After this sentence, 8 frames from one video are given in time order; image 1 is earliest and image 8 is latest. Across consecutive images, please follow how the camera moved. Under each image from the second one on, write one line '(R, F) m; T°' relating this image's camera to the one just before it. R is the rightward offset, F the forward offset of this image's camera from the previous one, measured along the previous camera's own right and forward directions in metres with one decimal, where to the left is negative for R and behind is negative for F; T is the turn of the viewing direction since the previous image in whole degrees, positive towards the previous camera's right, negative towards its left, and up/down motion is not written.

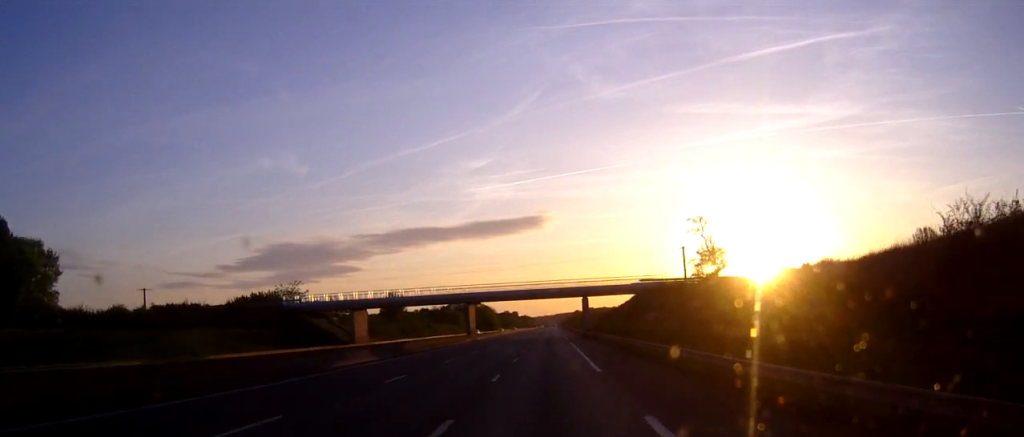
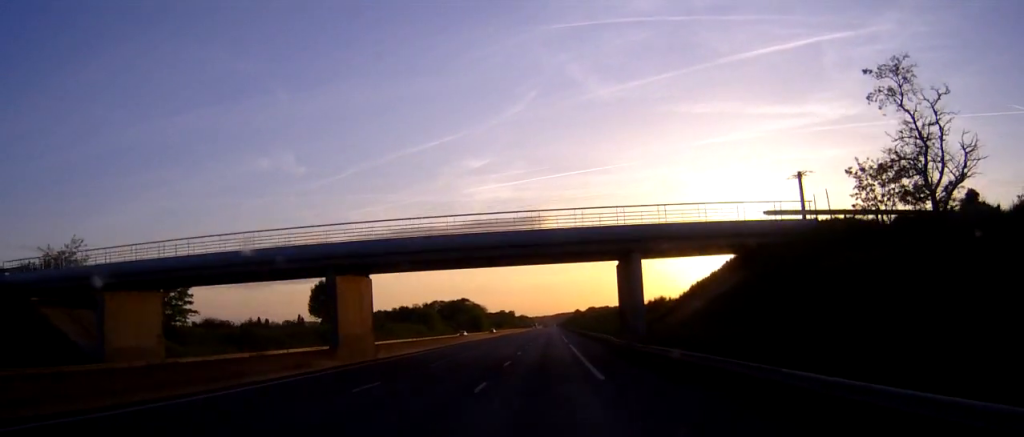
(+0.1, +55.8) m; 0°
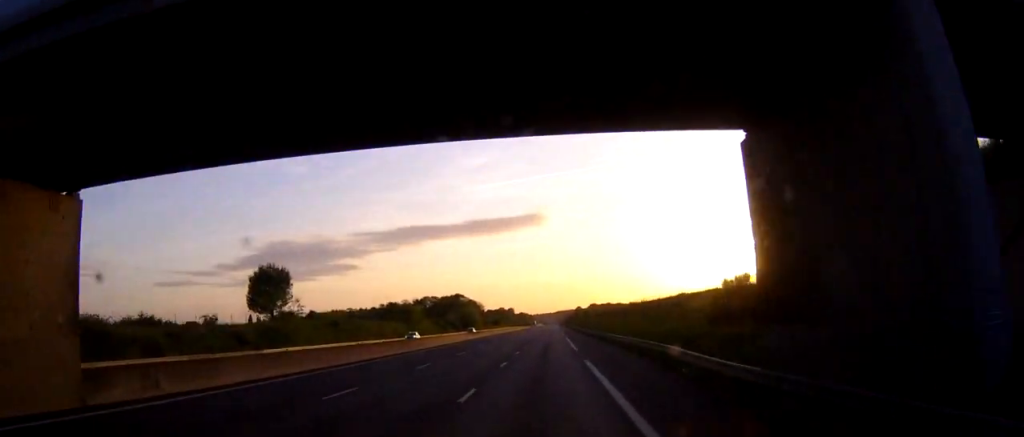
(0.0, +29.1) m; 0°
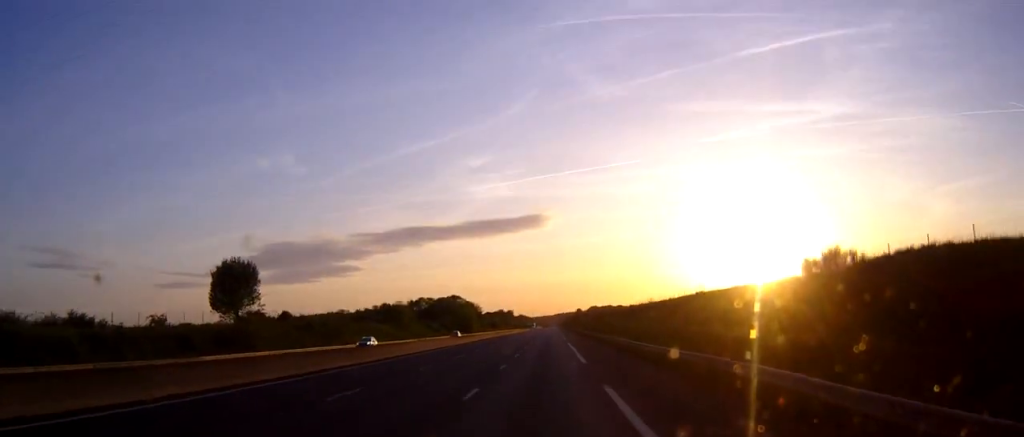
(0.0, +12.6) m; 0°
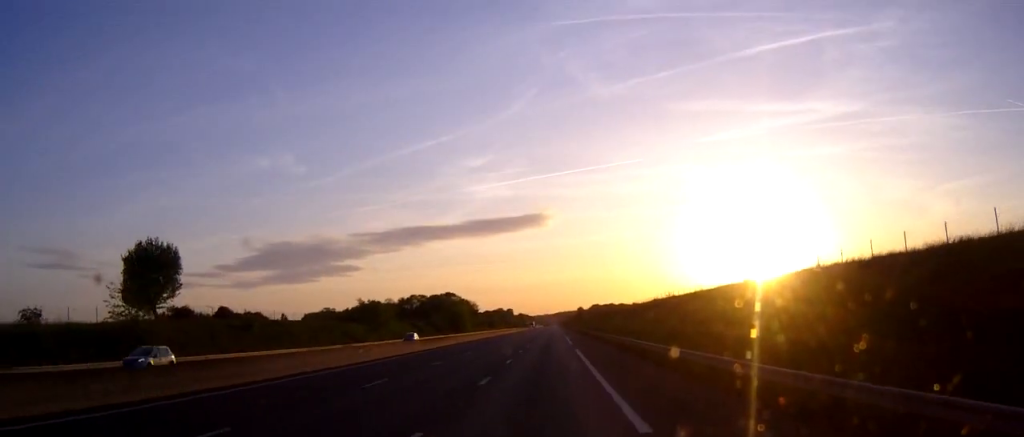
(0.0, +22.2) m; 0°
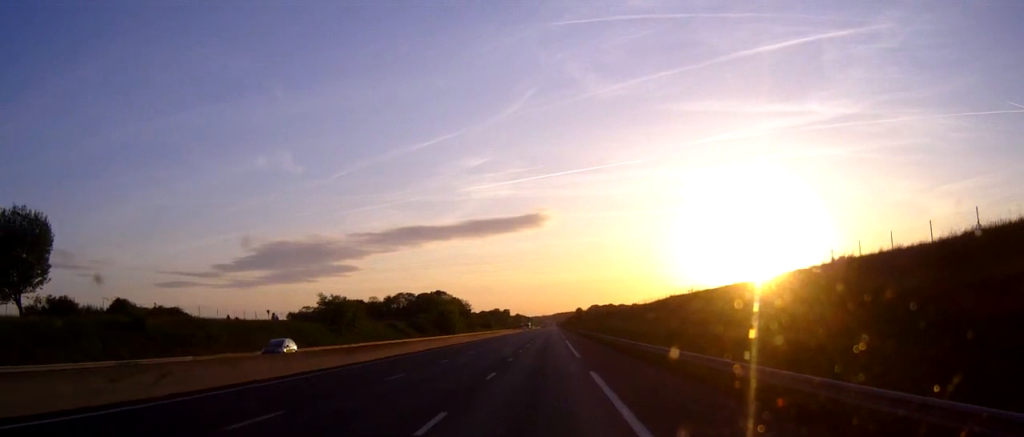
(0.0, +23.2) m; 0°
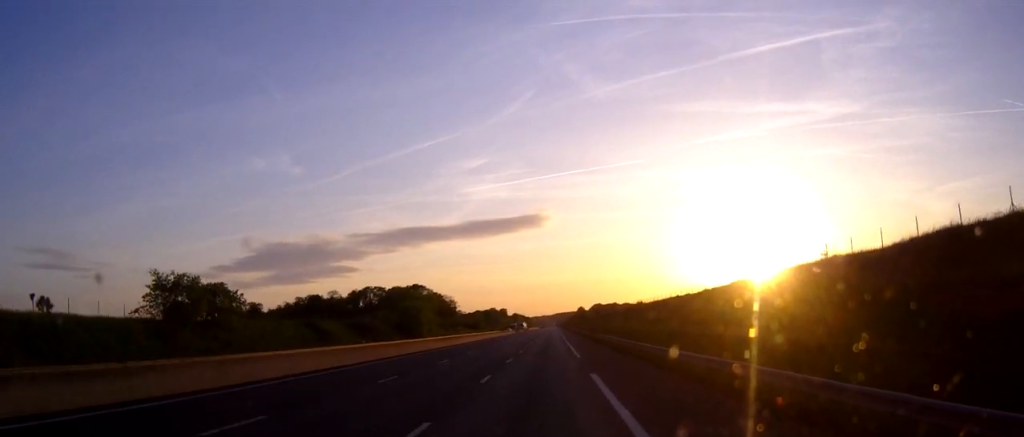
(+0.2, +53.1) m; 0°
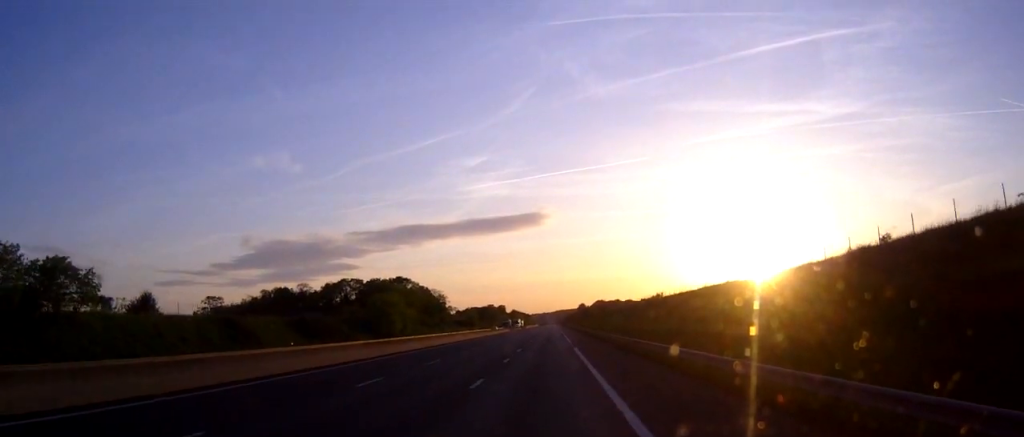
(-0.1, +29.0) m; 0°
